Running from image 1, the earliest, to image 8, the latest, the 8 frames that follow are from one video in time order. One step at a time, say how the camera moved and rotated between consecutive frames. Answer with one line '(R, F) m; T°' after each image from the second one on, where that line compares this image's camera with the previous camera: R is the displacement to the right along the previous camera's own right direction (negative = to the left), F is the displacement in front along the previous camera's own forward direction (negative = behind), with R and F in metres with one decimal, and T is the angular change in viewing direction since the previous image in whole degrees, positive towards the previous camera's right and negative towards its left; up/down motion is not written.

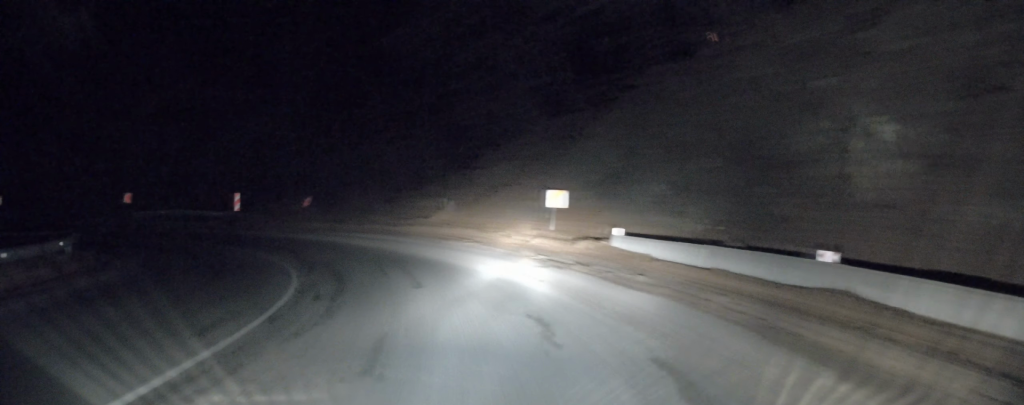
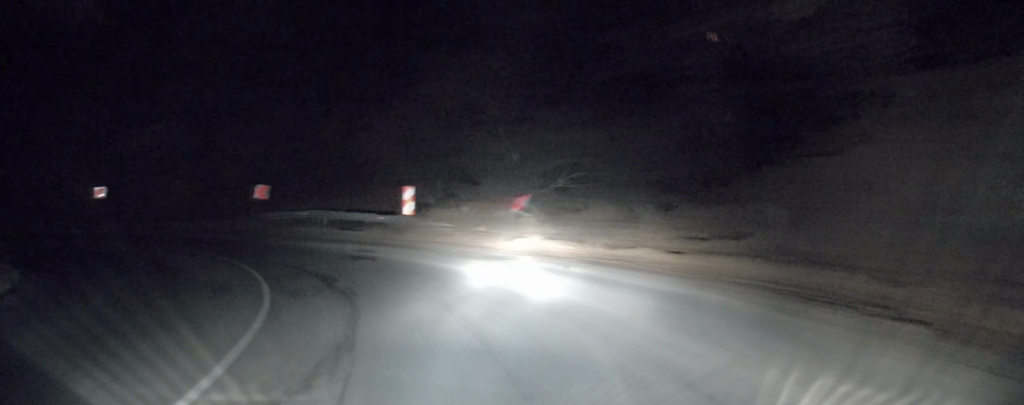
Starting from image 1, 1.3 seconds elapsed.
(-1.8, +14.1) m; -18°
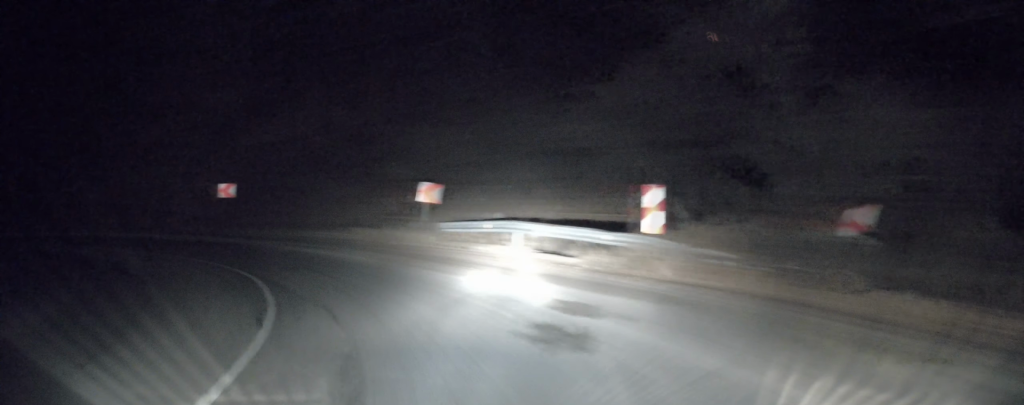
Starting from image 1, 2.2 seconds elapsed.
(-1.2, +9.6) m; -15°
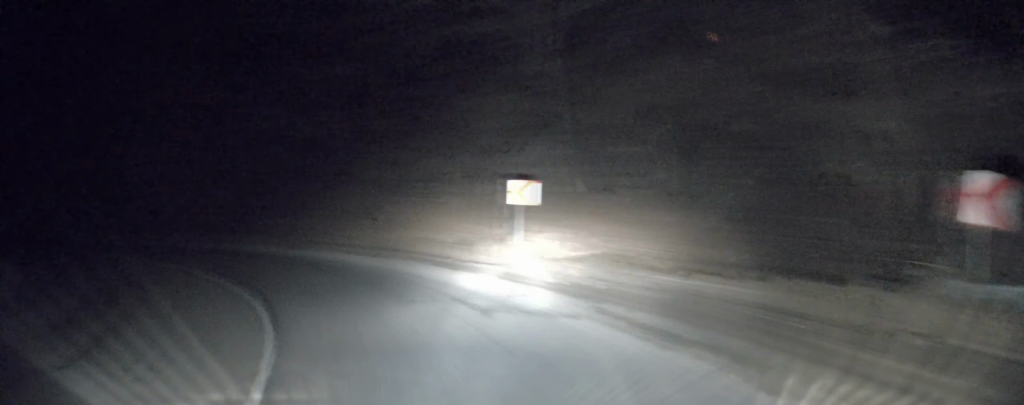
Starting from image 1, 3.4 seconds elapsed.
(-2.4, +13.3) m; -22°
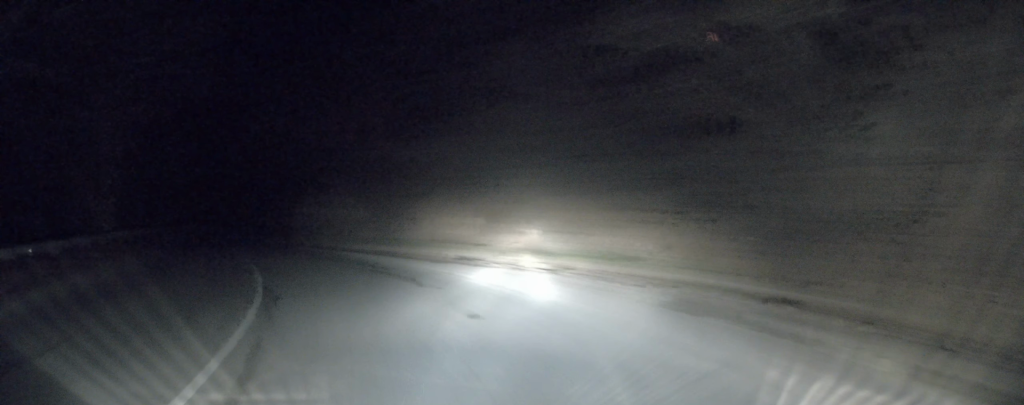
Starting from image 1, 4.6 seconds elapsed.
(-2.6, +13.9) m; -27°
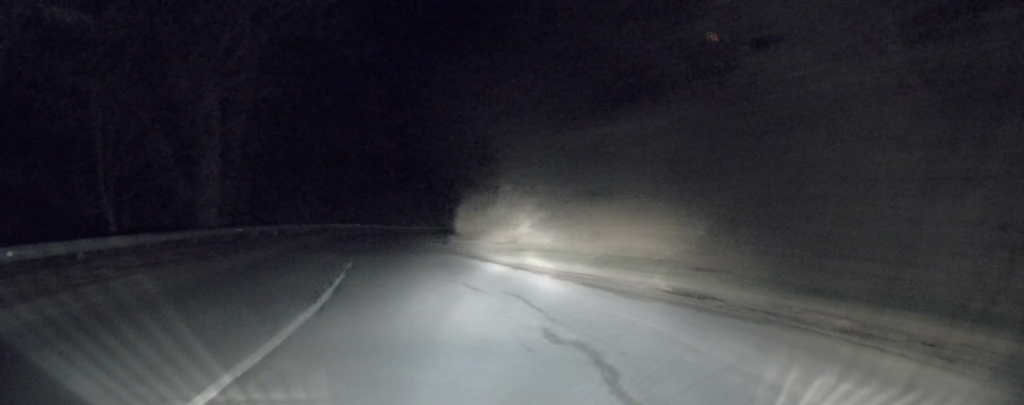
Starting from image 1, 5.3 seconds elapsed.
(-1.5, +5.9) m; -15°
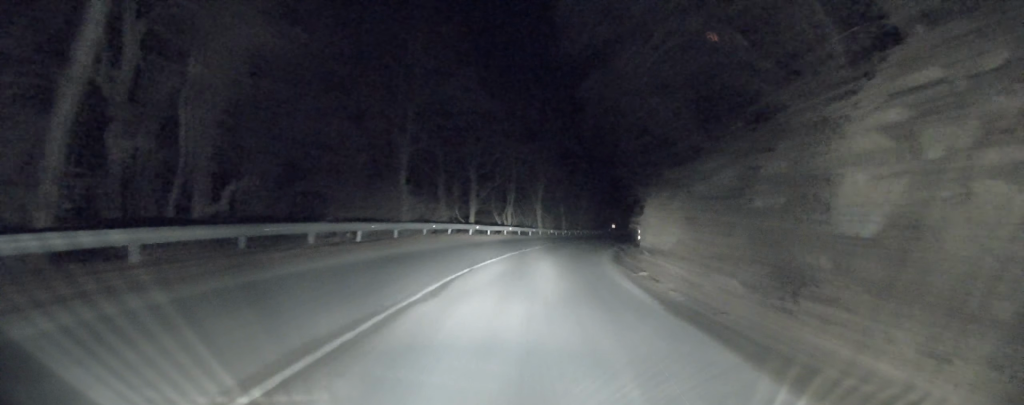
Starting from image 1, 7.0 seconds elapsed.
(-4.0, +12.7) m; -27°
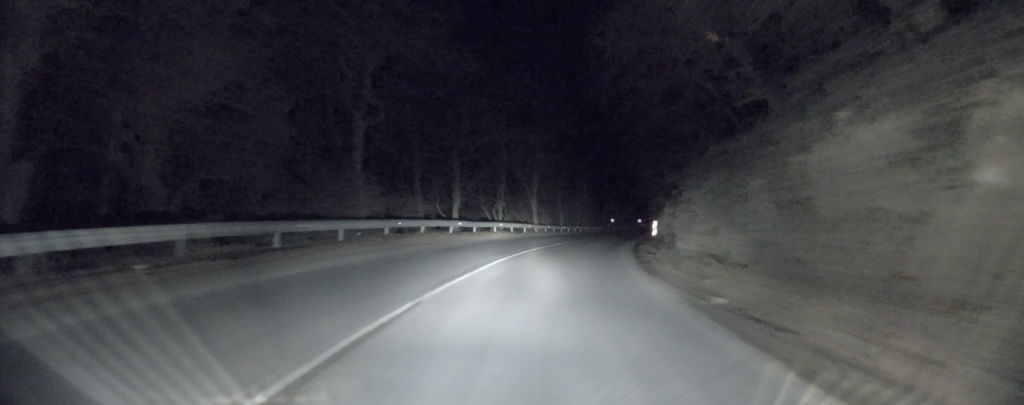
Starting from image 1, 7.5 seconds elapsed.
(-0.3, +4.2) m; -2°
